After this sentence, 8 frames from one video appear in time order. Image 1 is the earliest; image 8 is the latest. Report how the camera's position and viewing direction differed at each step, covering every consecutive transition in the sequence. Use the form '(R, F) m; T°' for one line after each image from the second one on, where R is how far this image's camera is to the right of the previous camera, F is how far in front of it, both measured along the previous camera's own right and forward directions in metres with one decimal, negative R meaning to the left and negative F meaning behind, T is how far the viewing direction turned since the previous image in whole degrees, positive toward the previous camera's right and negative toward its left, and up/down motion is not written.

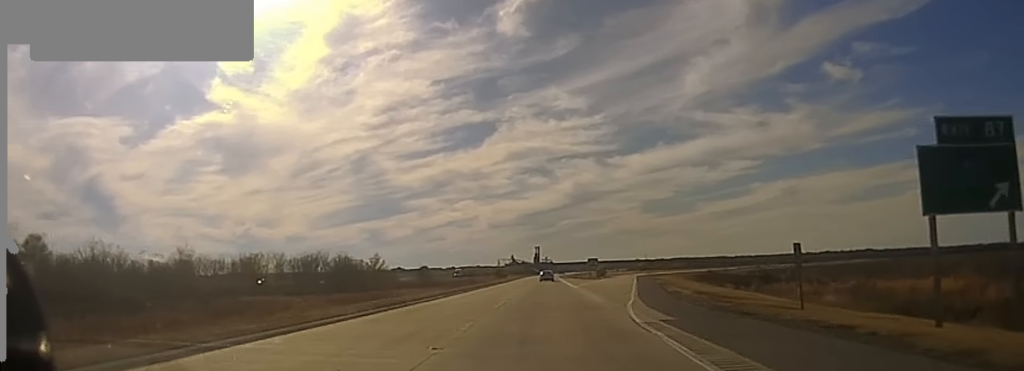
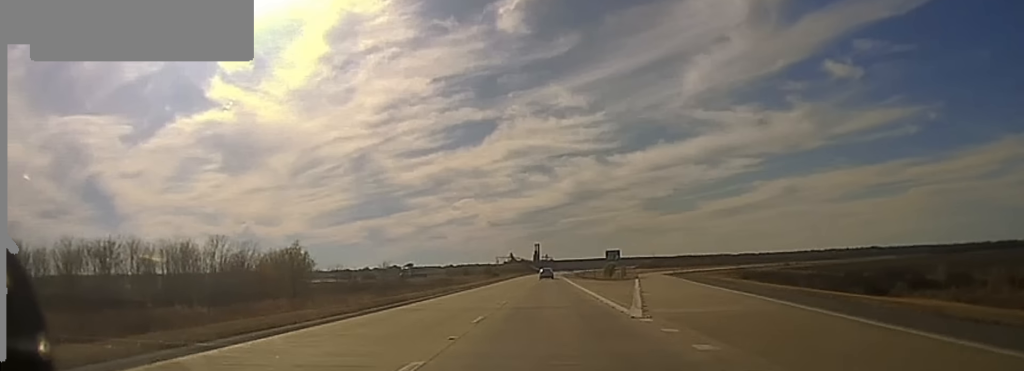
(-0.1, +40.9) m; -1°
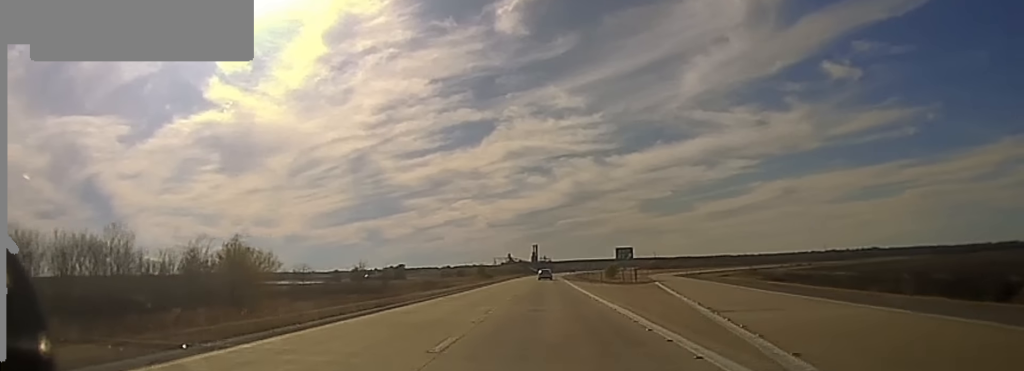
(-0.1, +18.1) m; 0°
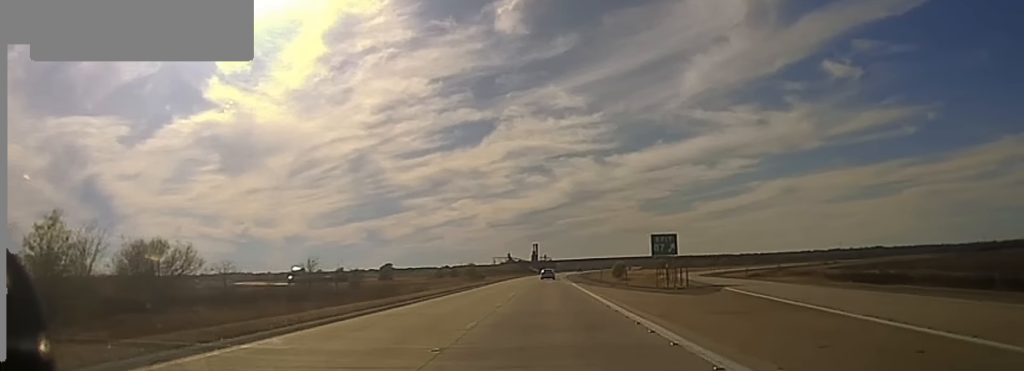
(-0.1, +30.2) m; 0°
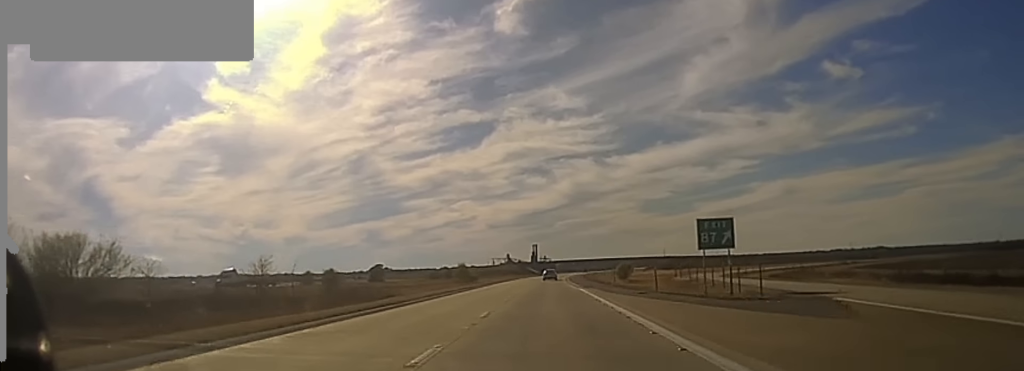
(+0.2, +18.3) m; 0°
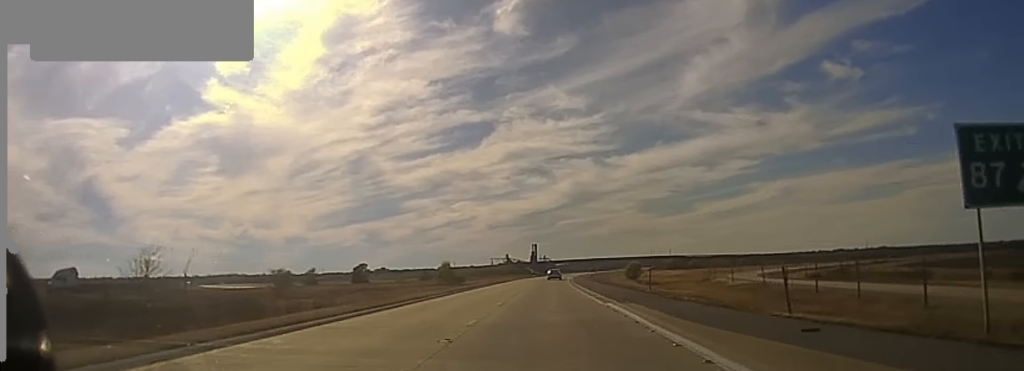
(0.0, +29.8) m; 0°
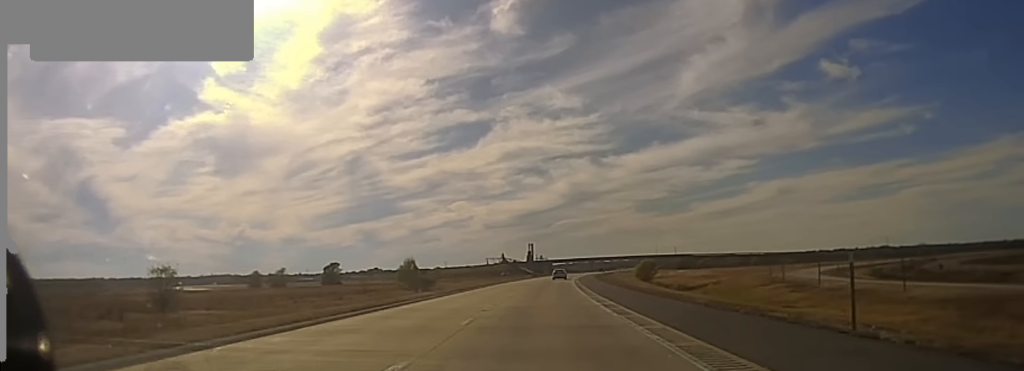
(-0.2, +41.0) m; 0°
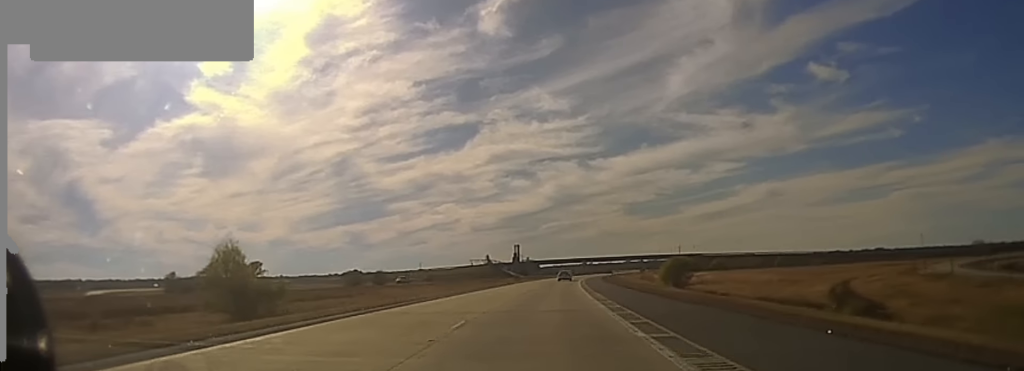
(+0.2, +66.4) m; +1°
